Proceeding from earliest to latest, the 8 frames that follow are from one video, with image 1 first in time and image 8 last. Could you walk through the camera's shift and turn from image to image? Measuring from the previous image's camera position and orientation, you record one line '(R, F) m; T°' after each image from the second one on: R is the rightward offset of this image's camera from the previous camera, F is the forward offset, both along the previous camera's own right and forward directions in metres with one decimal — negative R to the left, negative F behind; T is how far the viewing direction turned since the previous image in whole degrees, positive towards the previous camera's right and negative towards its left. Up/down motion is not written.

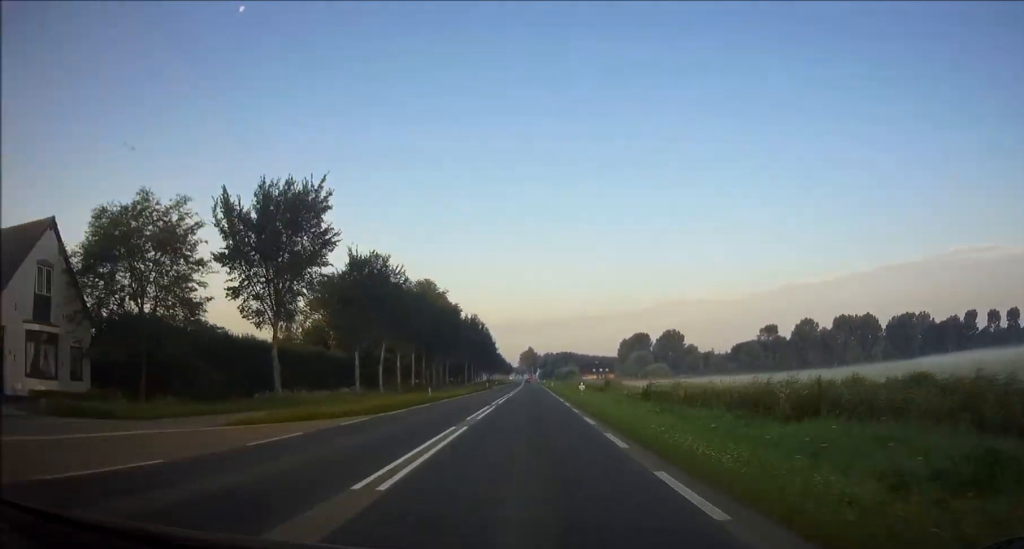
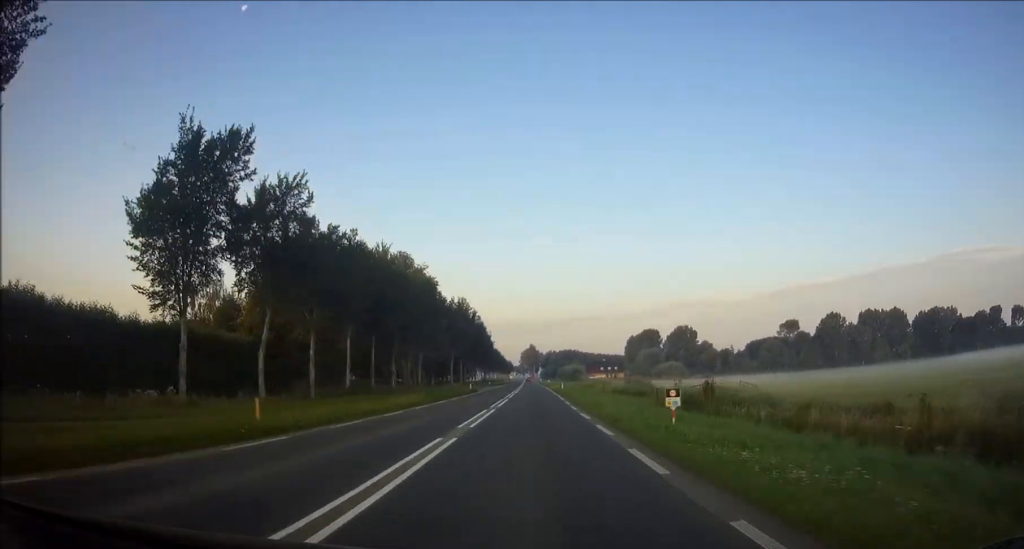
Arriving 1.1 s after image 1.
(+0.1, +27.1) m; 0°
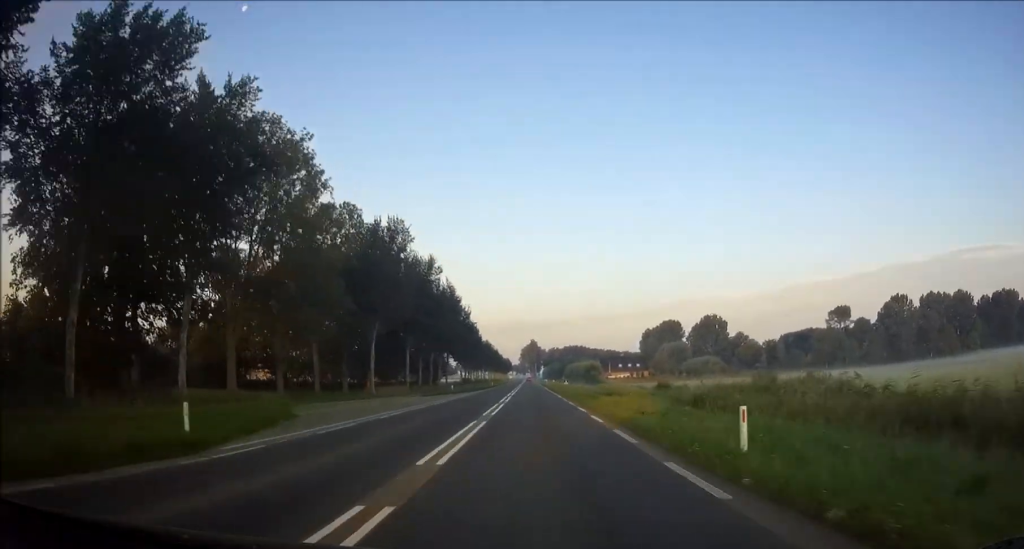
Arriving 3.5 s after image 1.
(+0.1, +55.7) m; 0°
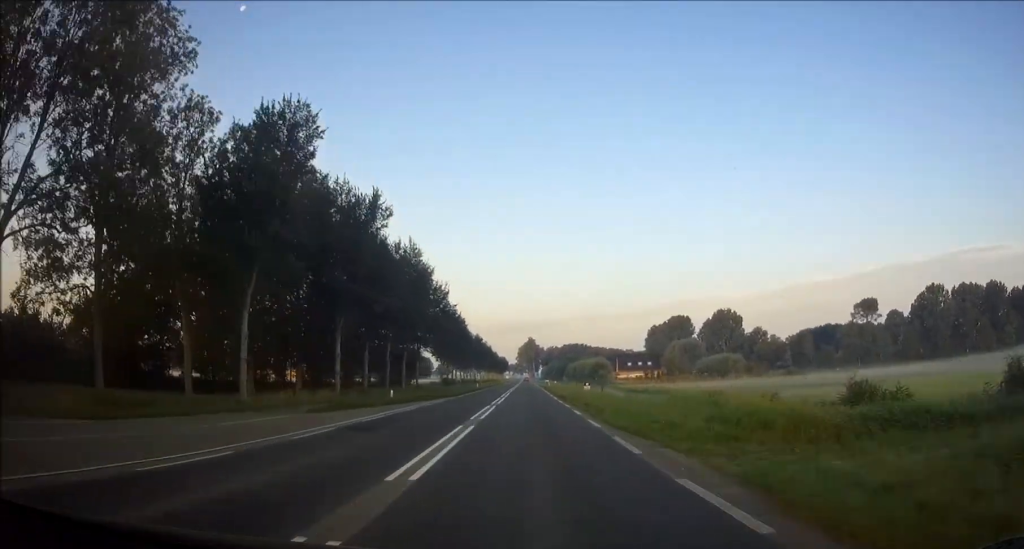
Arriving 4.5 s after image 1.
(-0.1, +25.5) m; 0°
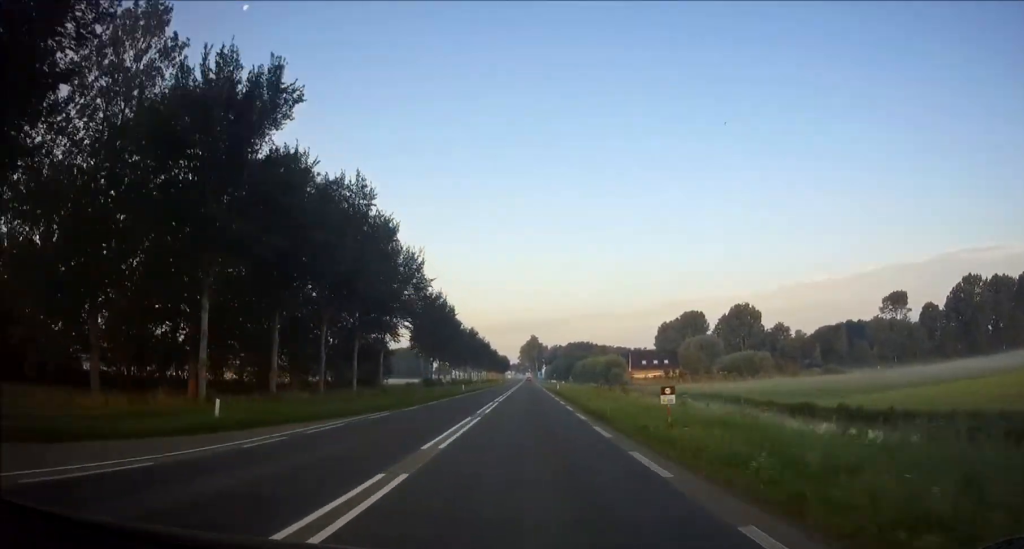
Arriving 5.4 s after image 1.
(0.0, +20.7) m; 0°
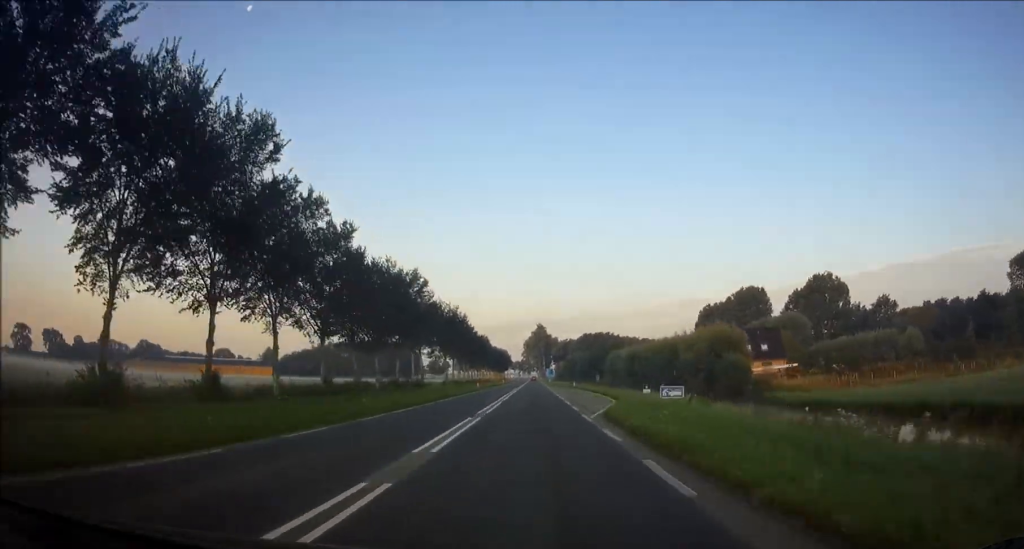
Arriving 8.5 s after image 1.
(-0.3, +73.2) m; 0°
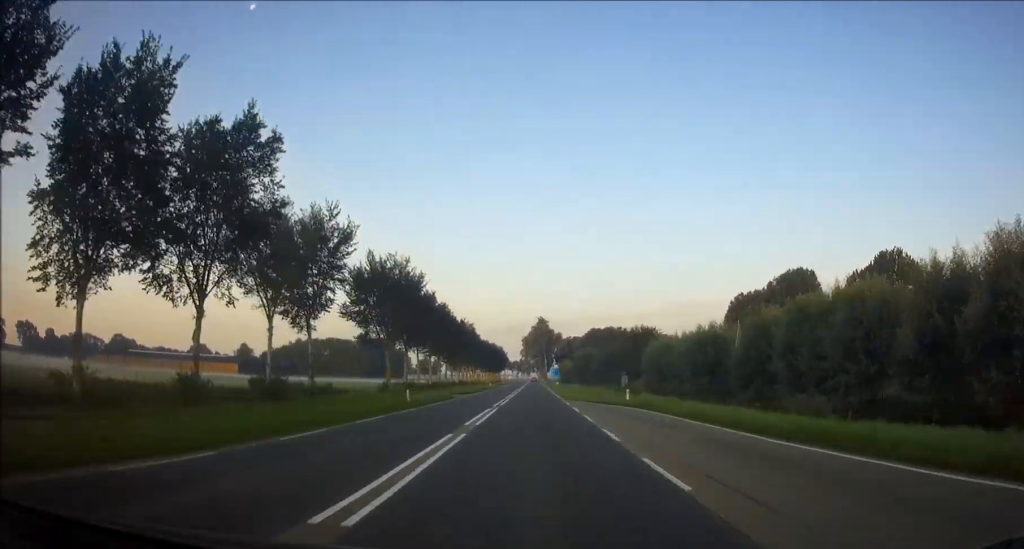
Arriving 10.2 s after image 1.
(+0.1, +41.4) m; 0°
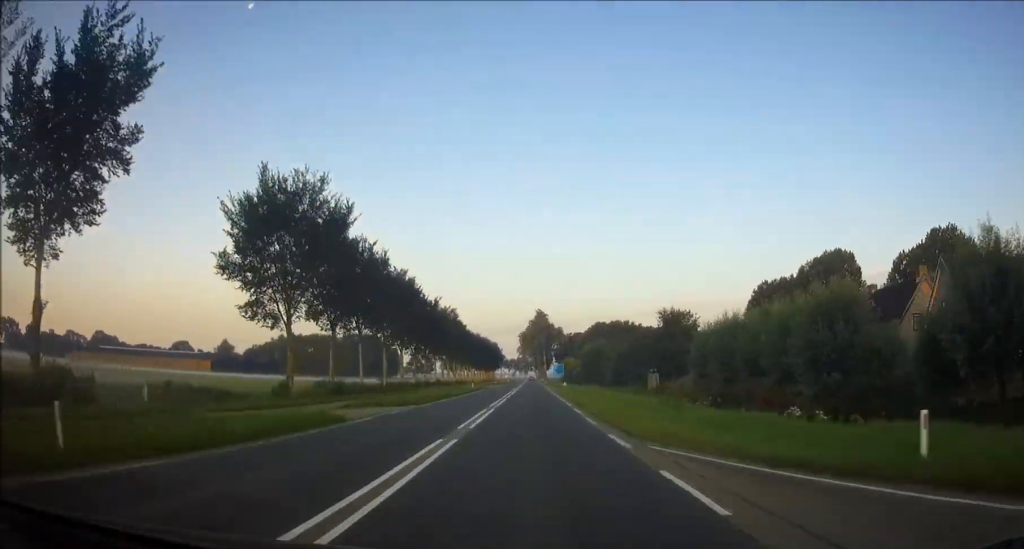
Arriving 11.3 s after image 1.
(-0.1, +25.5) m; 0°
